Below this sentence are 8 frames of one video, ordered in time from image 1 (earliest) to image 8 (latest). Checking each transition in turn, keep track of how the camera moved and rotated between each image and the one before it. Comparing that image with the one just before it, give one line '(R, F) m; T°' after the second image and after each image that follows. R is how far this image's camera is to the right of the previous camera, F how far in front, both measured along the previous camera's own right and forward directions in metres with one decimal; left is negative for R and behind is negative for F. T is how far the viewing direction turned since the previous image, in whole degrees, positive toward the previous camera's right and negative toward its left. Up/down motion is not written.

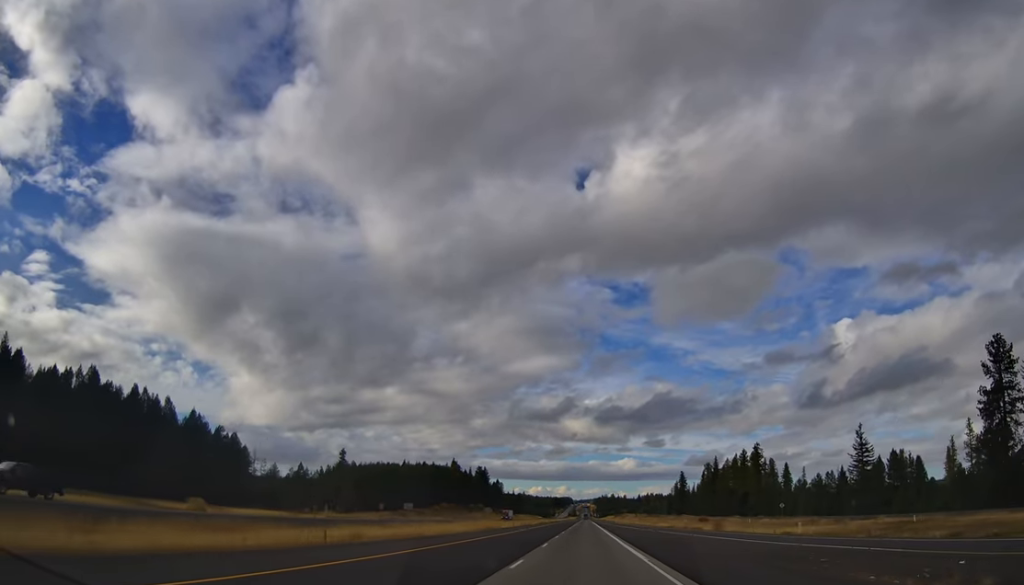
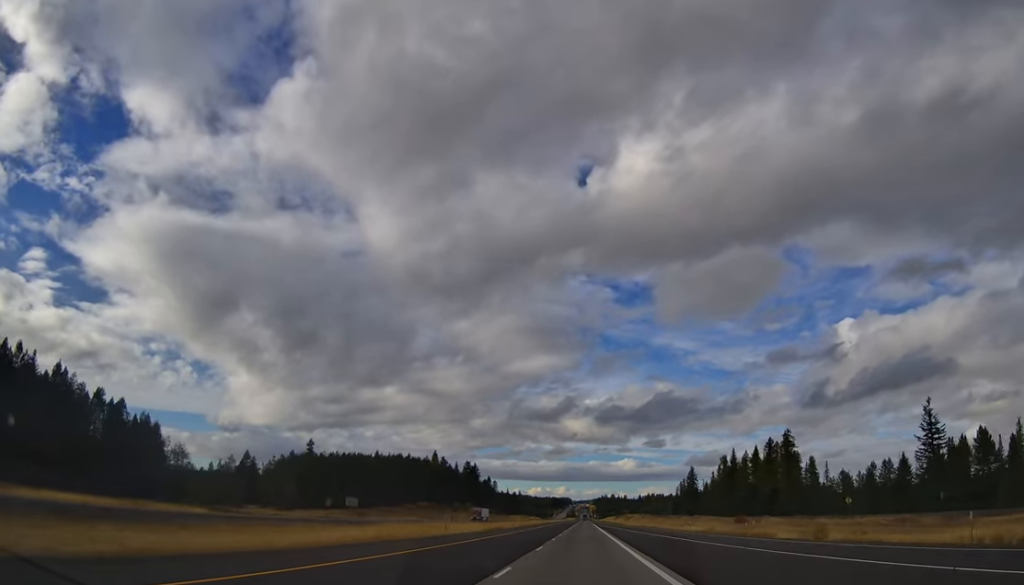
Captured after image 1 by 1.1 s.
(+0.5, +38.7) m; 0°
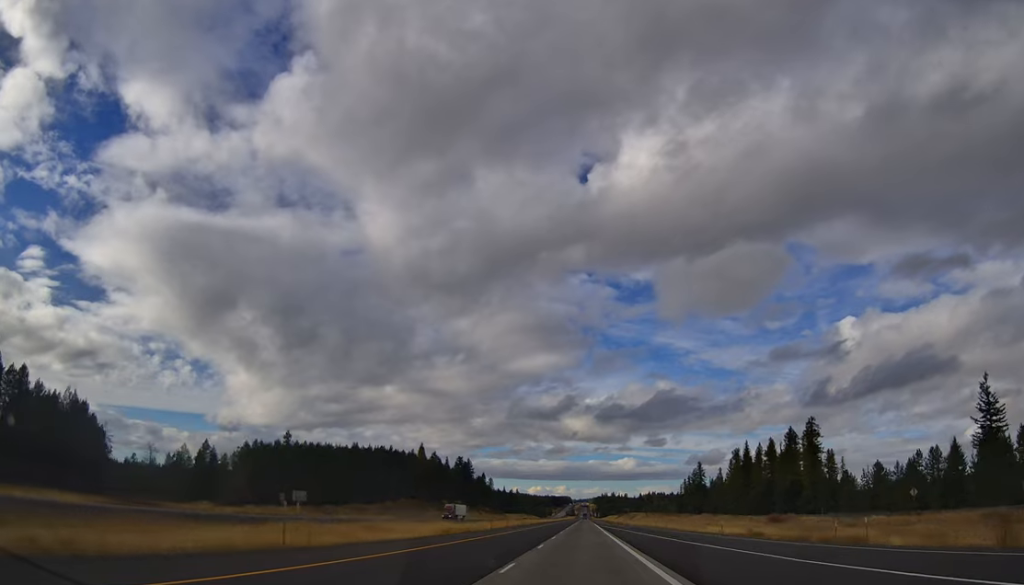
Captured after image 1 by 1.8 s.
(-0.4, +22.9) m; 0°
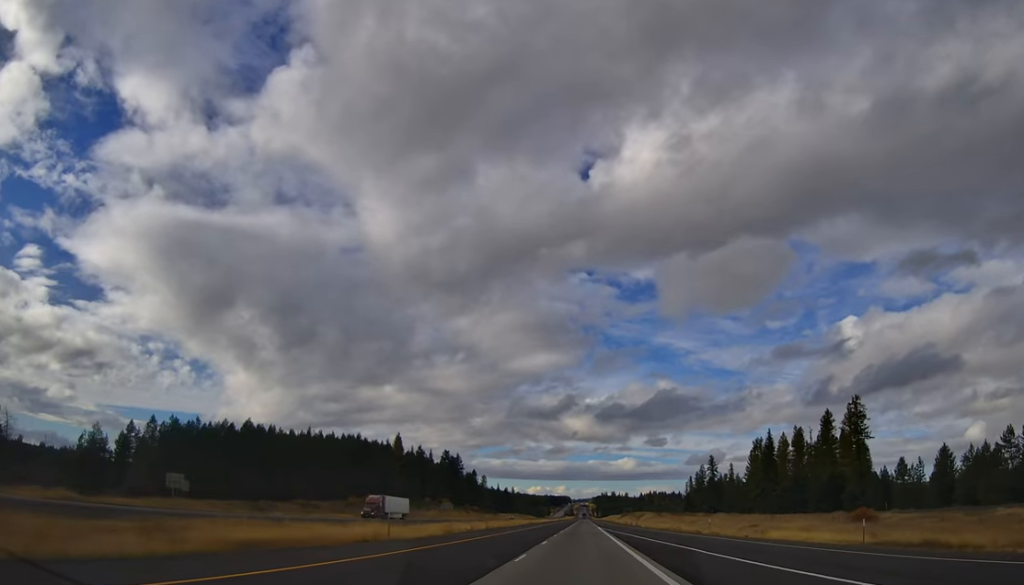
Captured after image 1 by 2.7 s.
(+0.1, +32.4) m; 0°
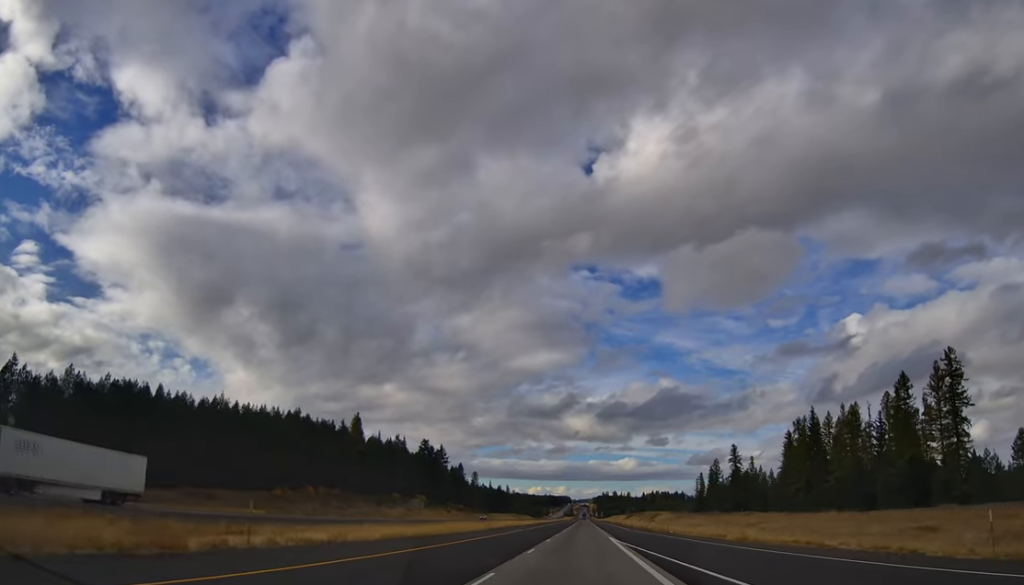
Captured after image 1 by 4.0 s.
(+0.1, +43.2) m; +1°
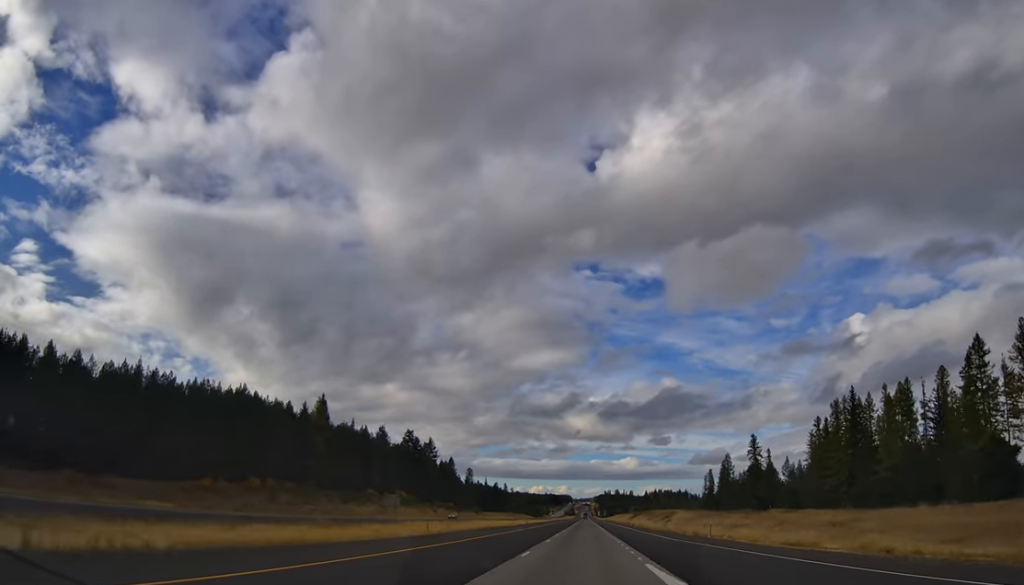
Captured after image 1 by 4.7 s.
(+0.2, +27.1) m; 0°
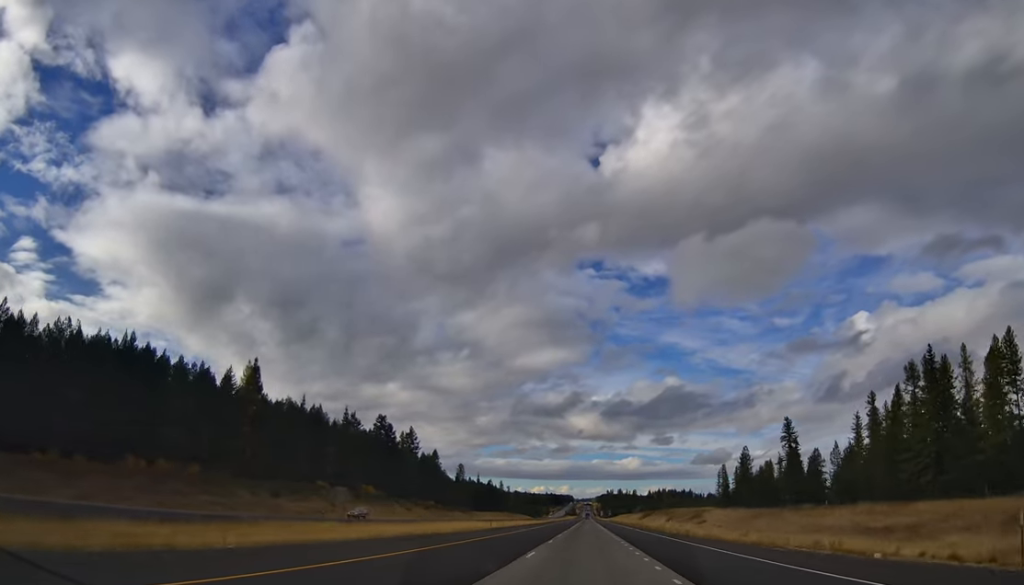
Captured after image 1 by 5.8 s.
(-0.2, +36.7) m; 0°
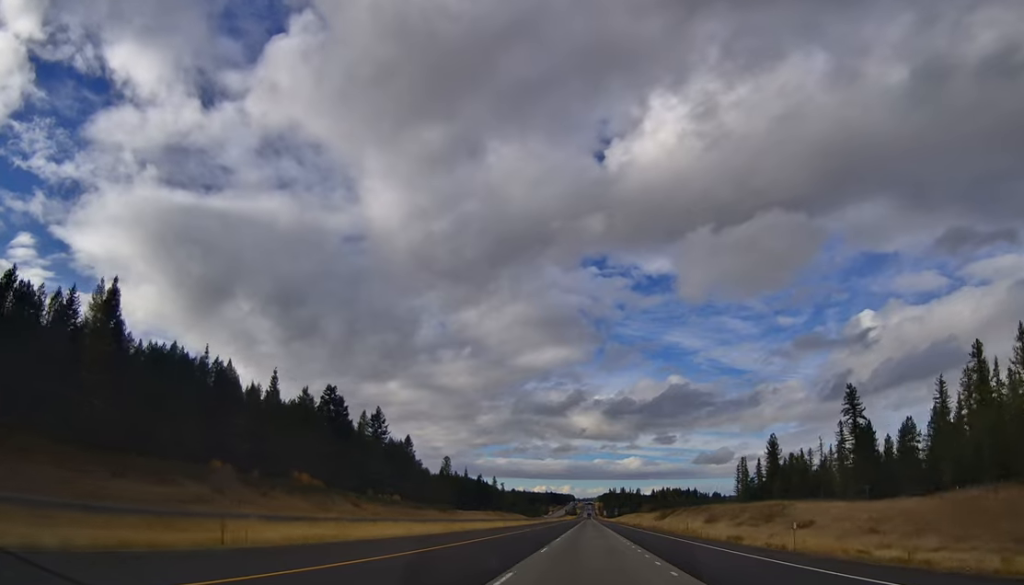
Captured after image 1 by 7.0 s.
(+0.2, +45.3) m; -1°
